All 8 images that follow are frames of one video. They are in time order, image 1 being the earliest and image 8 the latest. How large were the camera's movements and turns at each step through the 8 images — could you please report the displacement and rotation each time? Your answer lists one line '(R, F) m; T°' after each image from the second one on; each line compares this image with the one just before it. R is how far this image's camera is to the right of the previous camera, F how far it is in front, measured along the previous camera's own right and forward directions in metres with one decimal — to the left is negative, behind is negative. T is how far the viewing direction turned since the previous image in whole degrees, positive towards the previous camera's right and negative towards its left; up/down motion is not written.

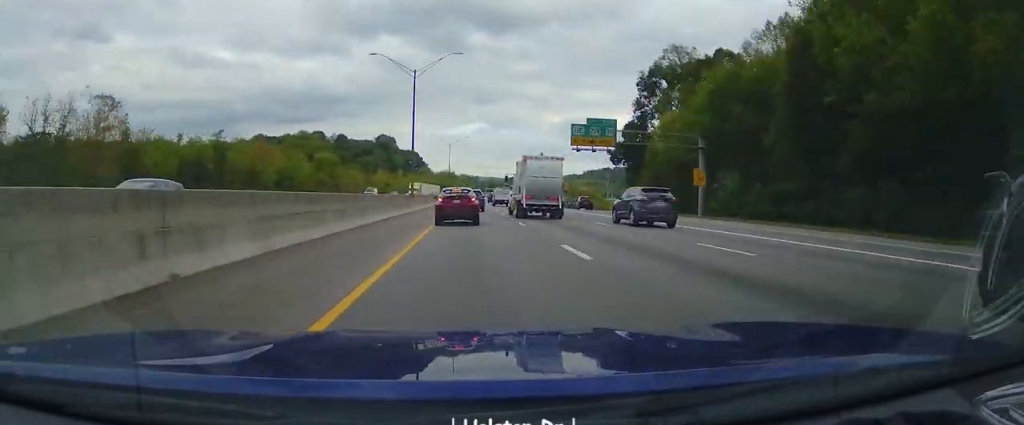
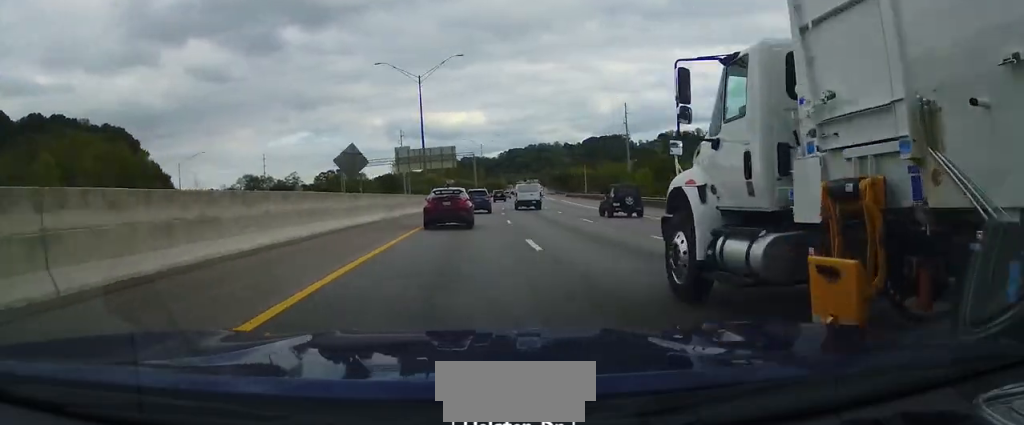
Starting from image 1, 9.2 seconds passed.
(+42.9, +283.2) m; +18°
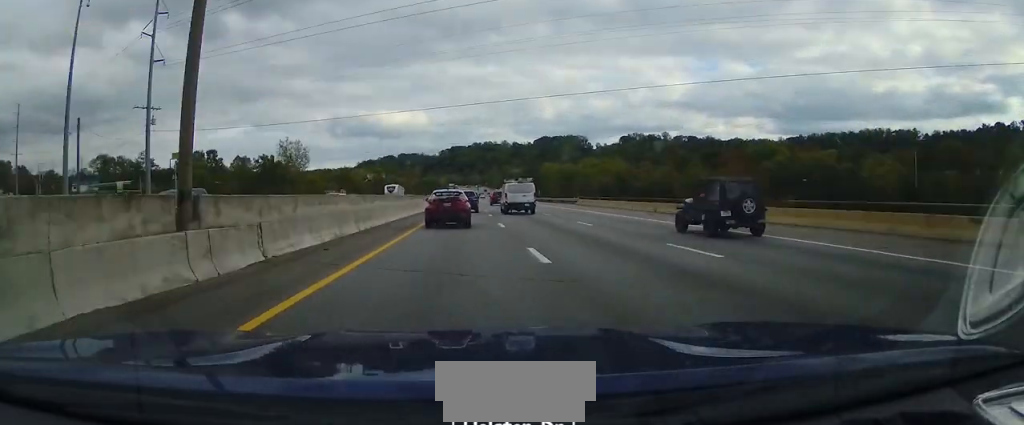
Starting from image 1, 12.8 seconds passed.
(+5.8, +114.0) m; +3°
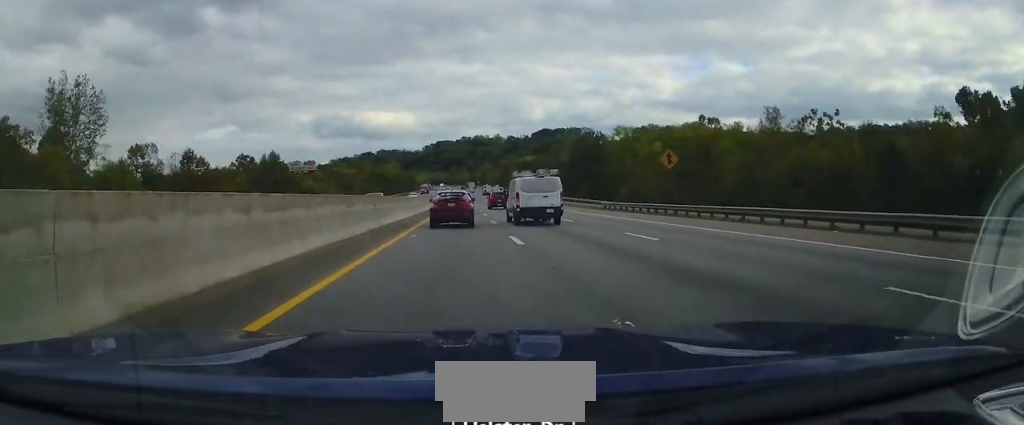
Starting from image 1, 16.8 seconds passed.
(+1.3, +129.5) m; 0°
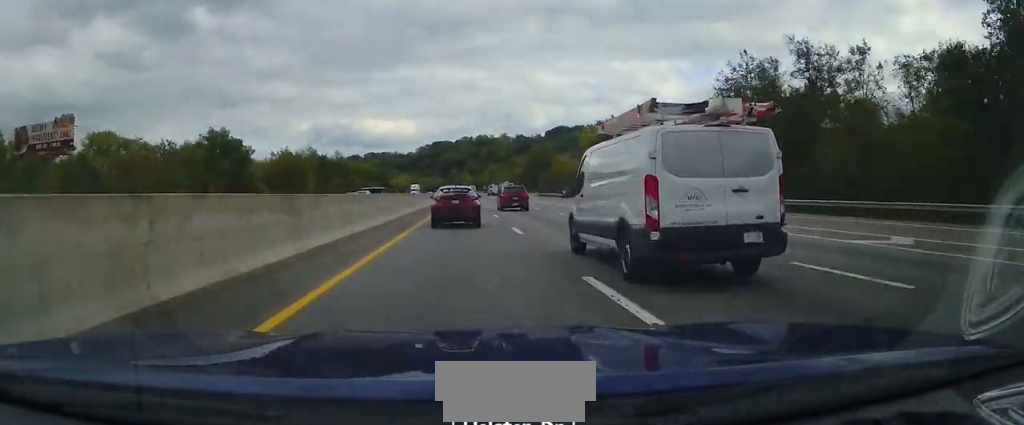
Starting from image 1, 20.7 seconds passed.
(-0.5, +126.5) m; 0°
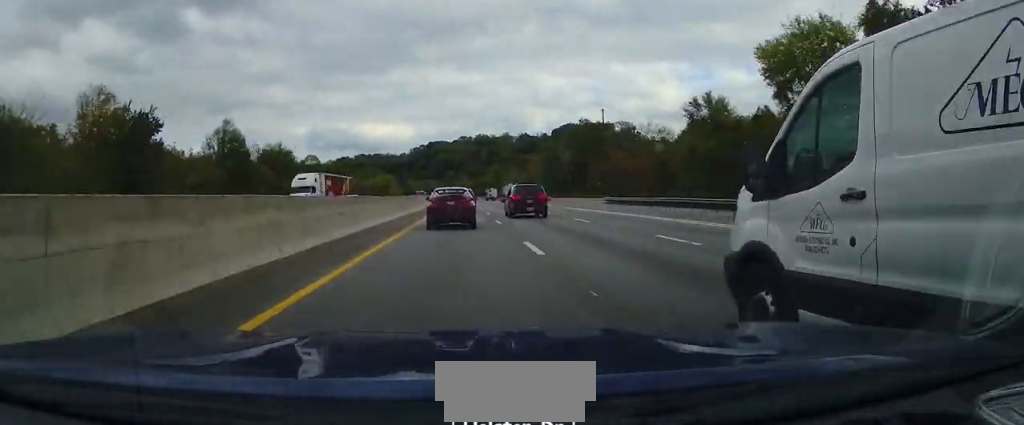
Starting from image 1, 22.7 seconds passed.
(-0.6, +65.5) m; 0°
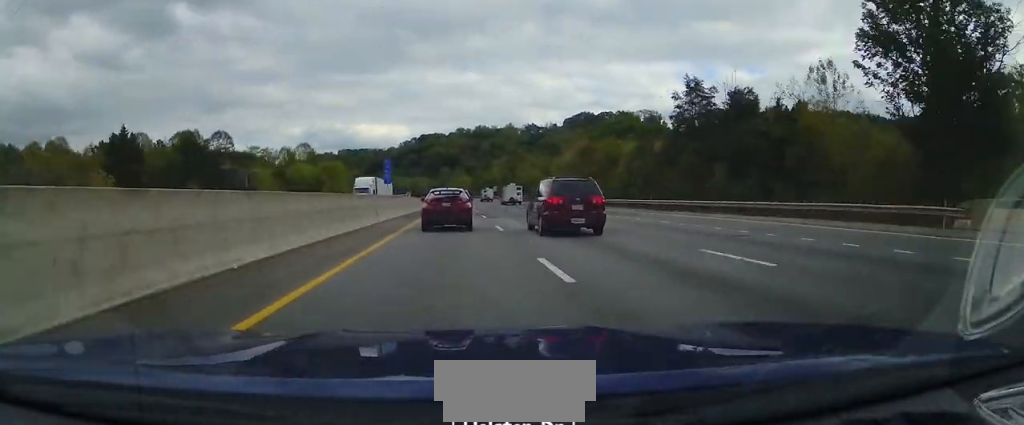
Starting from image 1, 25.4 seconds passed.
(+0.5, +86.7) m; -1°
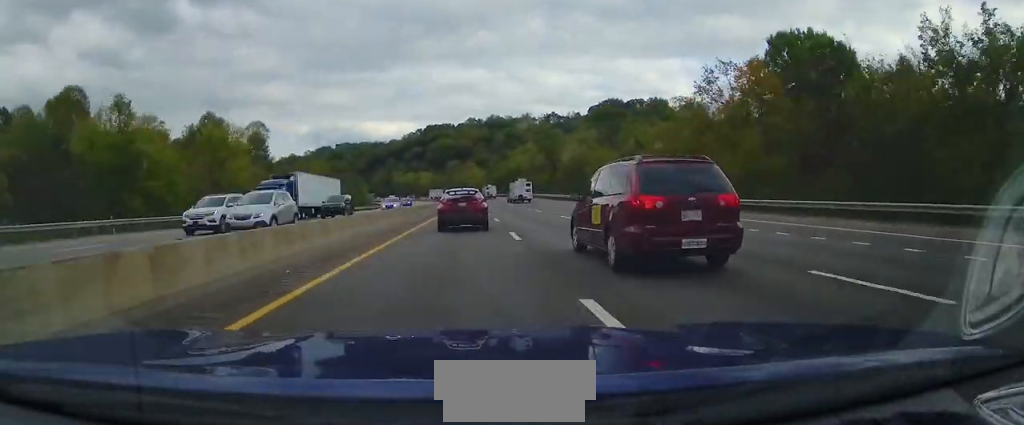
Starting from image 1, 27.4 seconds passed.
(+0.4, +64.9) m; -2°
